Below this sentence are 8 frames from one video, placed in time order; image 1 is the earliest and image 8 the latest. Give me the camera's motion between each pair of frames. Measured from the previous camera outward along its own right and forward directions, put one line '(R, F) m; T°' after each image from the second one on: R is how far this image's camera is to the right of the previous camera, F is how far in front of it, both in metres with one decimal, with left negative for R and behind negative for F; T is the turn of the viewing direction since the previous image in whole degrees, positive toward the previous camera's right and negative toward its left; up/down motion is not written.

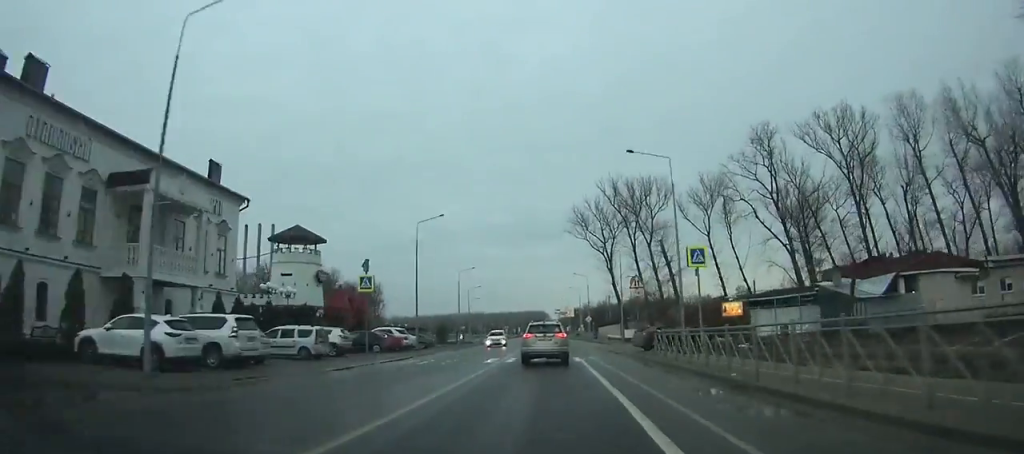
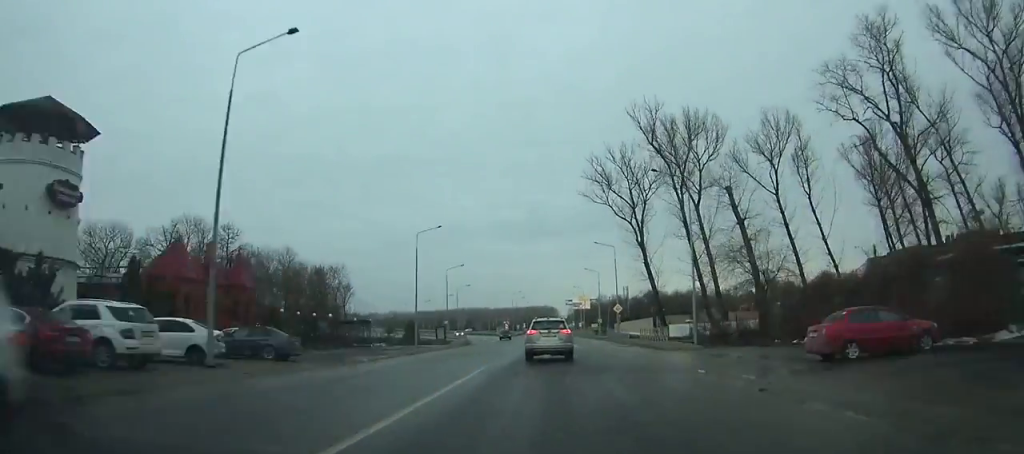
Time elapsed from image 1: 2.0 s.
(-0.4, +30.4) m; 0°
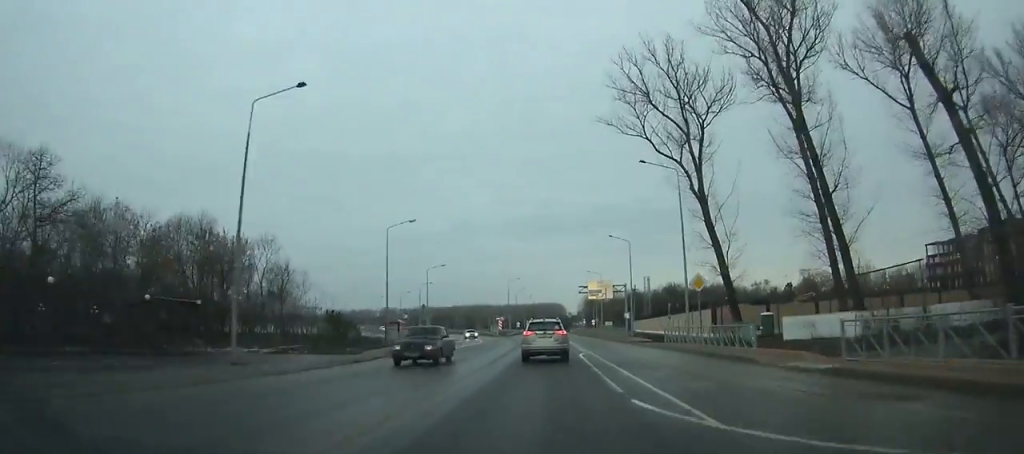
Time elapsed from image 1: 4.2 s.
(+0.1, +33.1) m; 0°
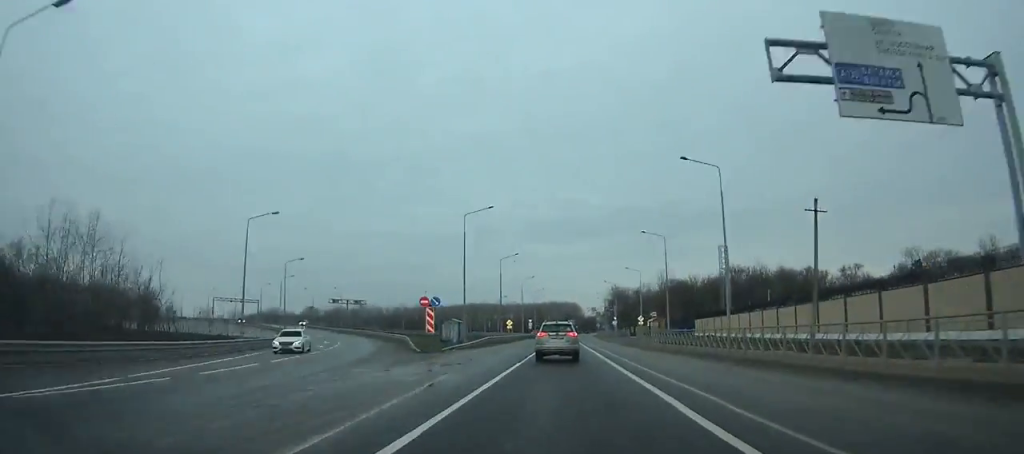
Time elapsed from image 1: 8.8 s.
(-0.6, +69.0) m; -1°
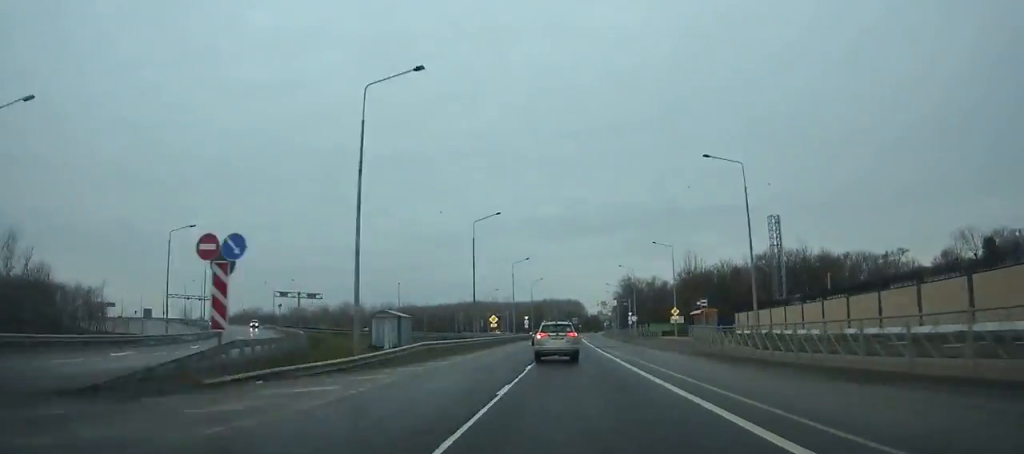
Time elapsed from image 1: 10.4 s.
(-0.2, +23.7) m; 0°
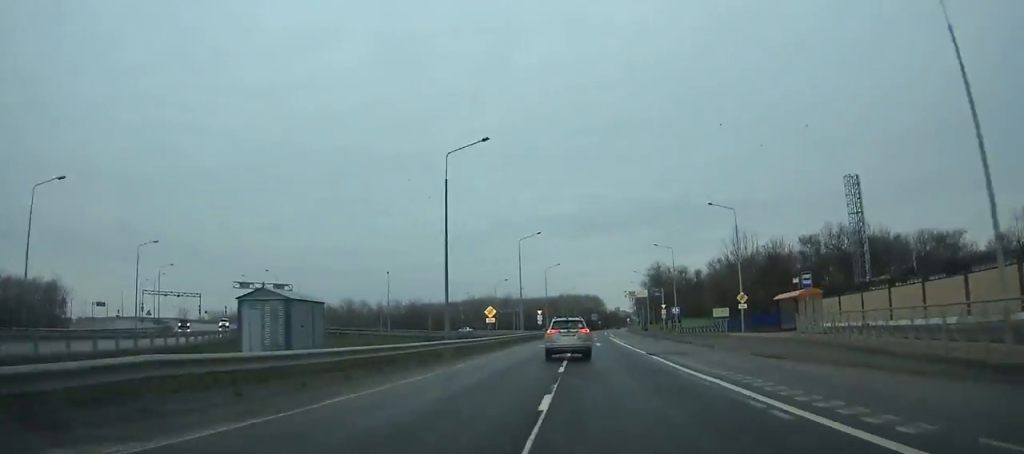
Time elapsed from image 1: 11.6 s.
(0.0, +17.5) m; 0°
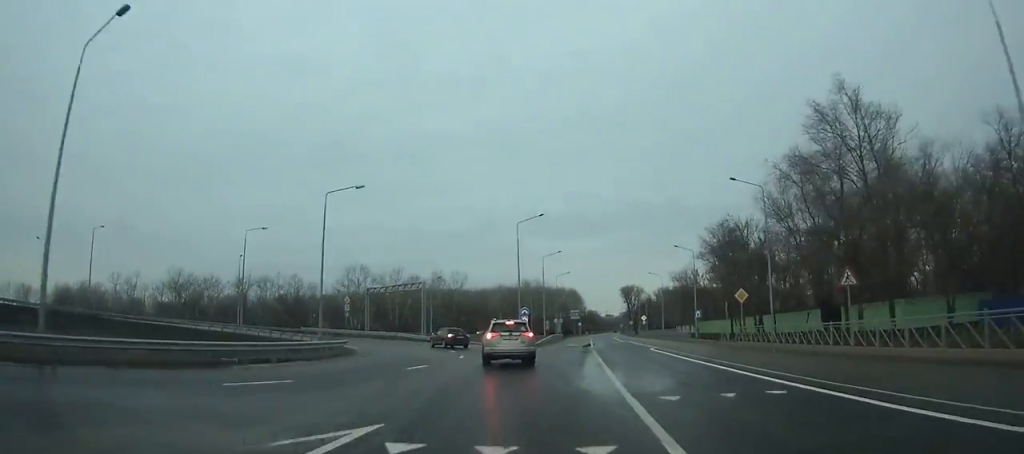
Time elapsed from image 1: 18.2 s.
(-1.0, +88.8) m; -11°
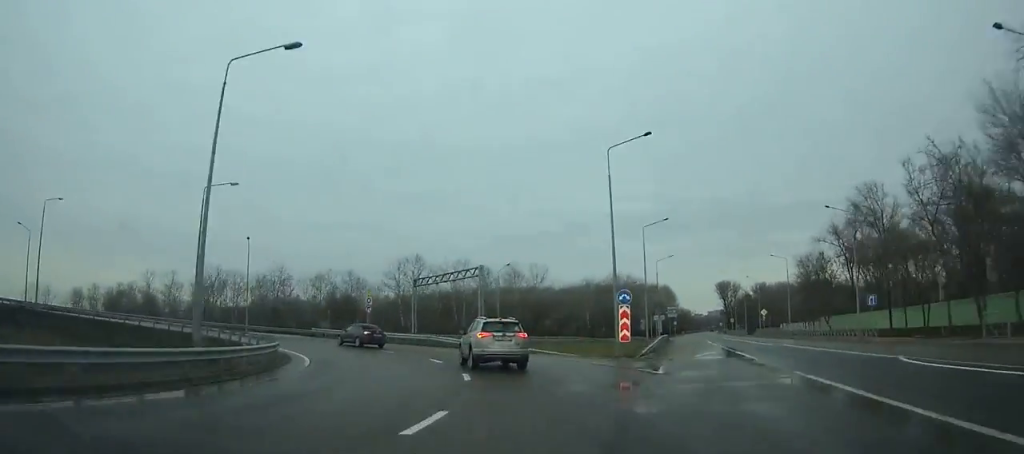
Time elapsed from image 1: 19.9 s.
(+1.0, +20.9) m; -11°
